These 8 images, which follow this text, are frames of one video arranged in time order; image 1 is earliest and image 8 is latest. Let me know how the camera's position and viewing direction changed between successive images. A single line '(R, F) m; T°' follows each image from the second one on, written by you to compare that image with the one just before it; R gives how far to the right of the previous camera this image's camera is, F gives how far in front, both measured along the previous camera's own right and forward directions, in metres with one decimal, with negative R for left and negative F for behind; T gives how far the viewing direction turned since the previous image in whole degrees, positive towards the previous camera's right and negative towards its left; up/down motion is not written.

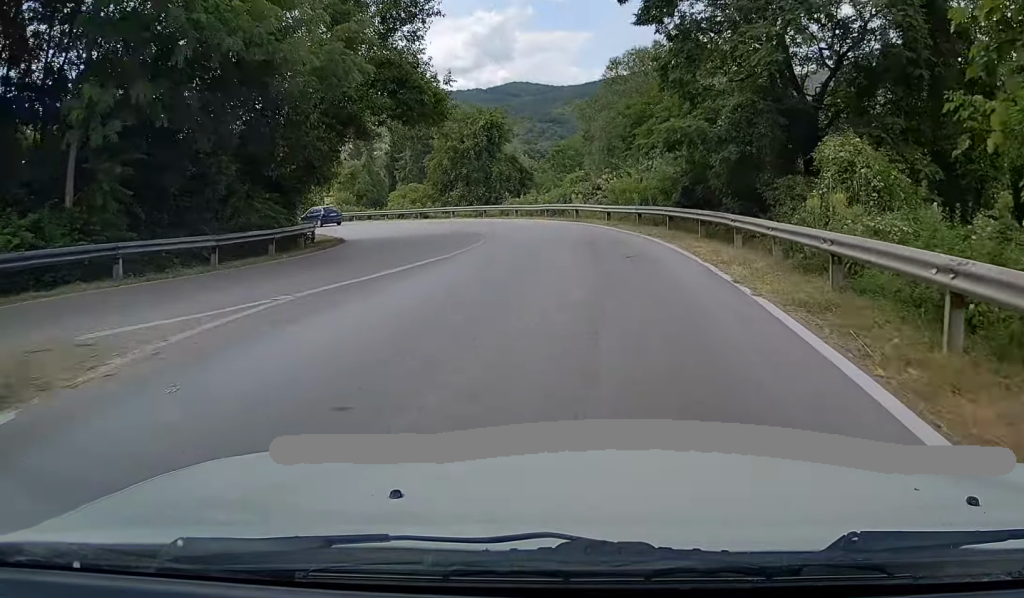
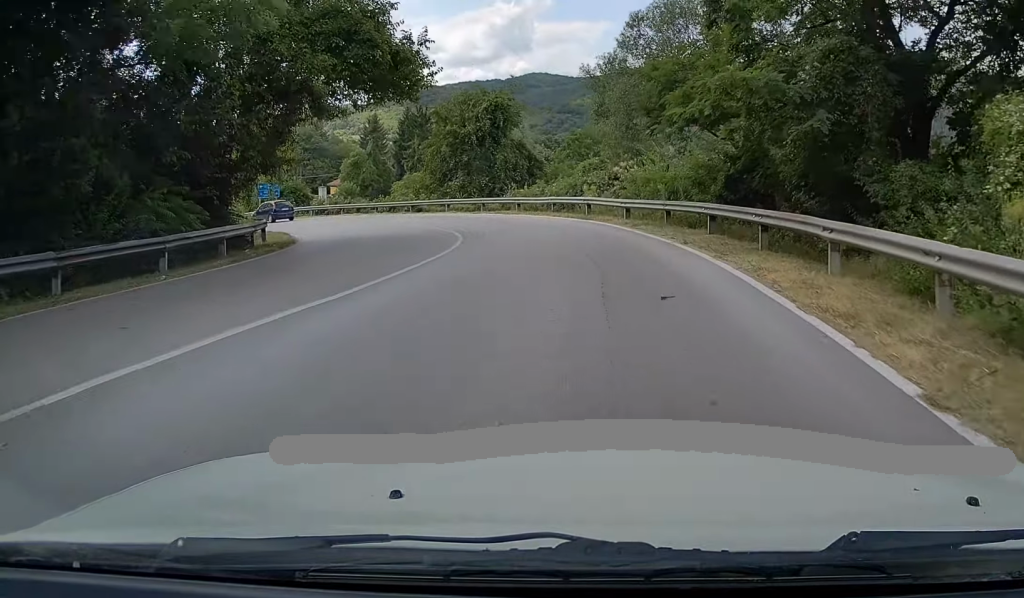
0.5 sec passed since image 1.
(0.0, +6.5) m; -3°
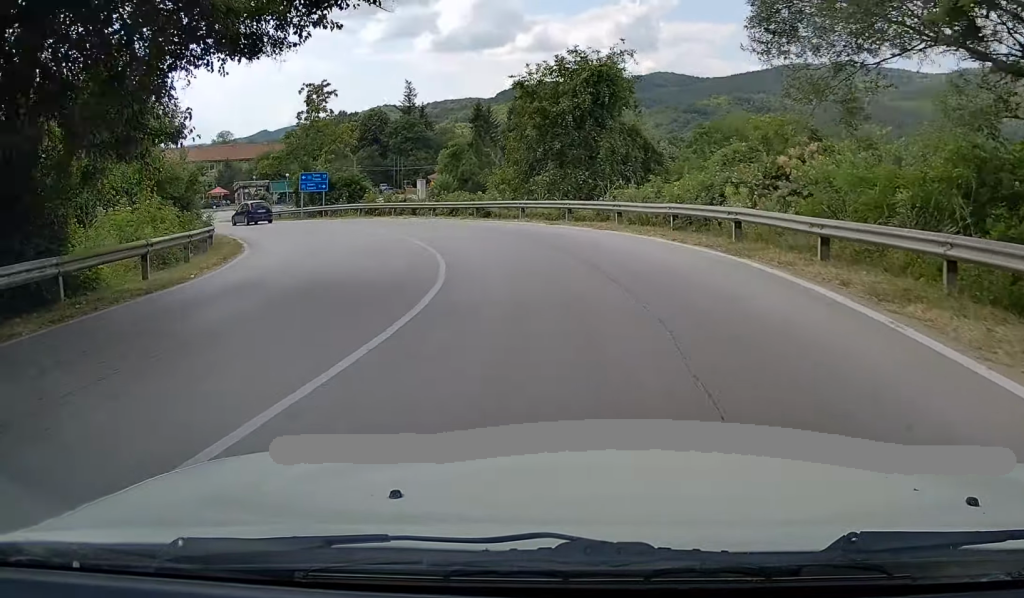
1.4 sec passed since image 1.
(-0.9, +13.2) m; -10°
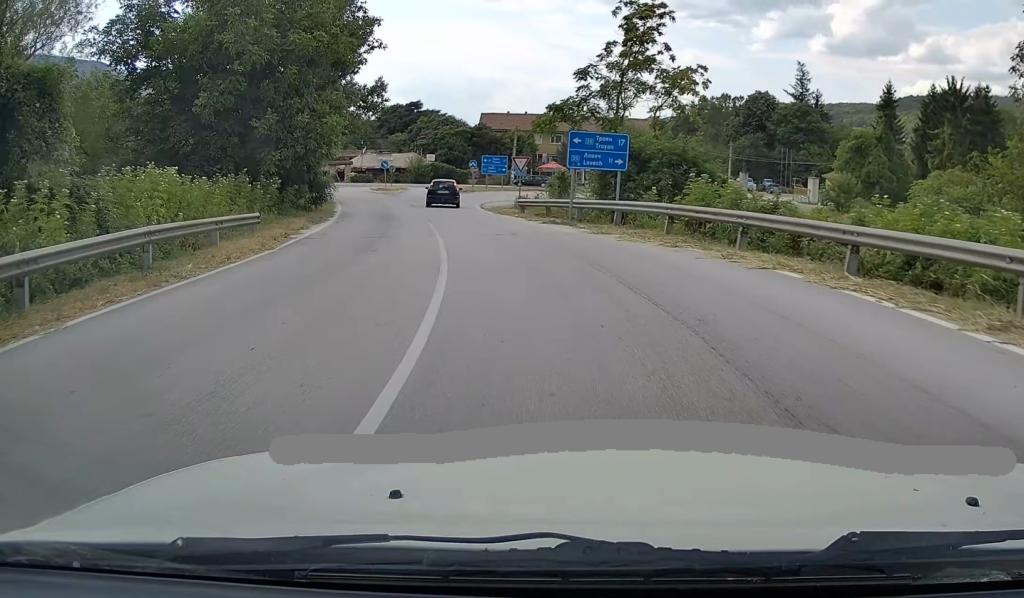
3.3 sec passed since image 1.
(-5.6, +23.5) m; -28°
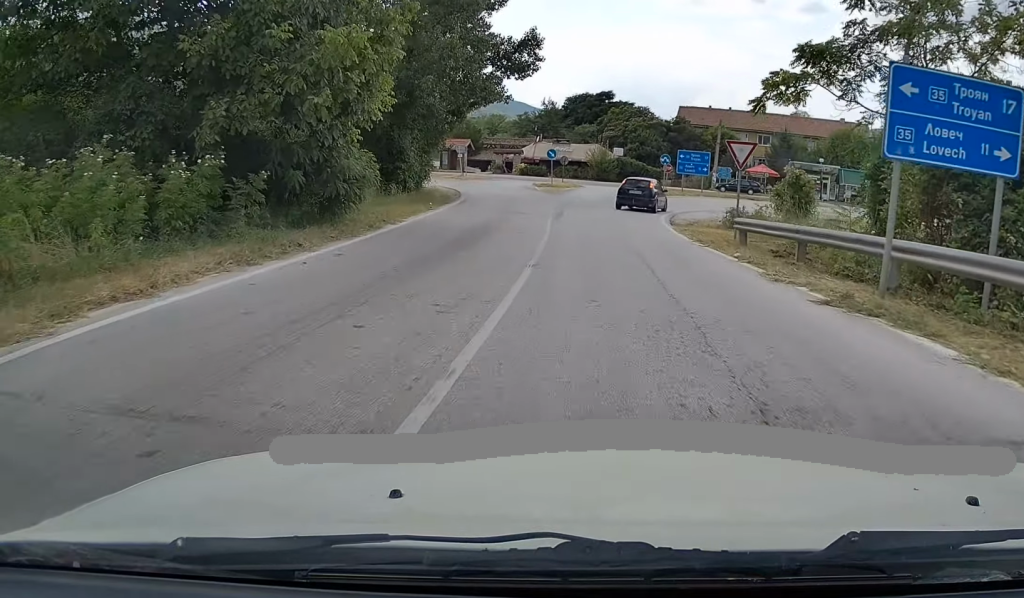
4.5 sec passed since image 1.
(-1.7, +15.0) m; -9°
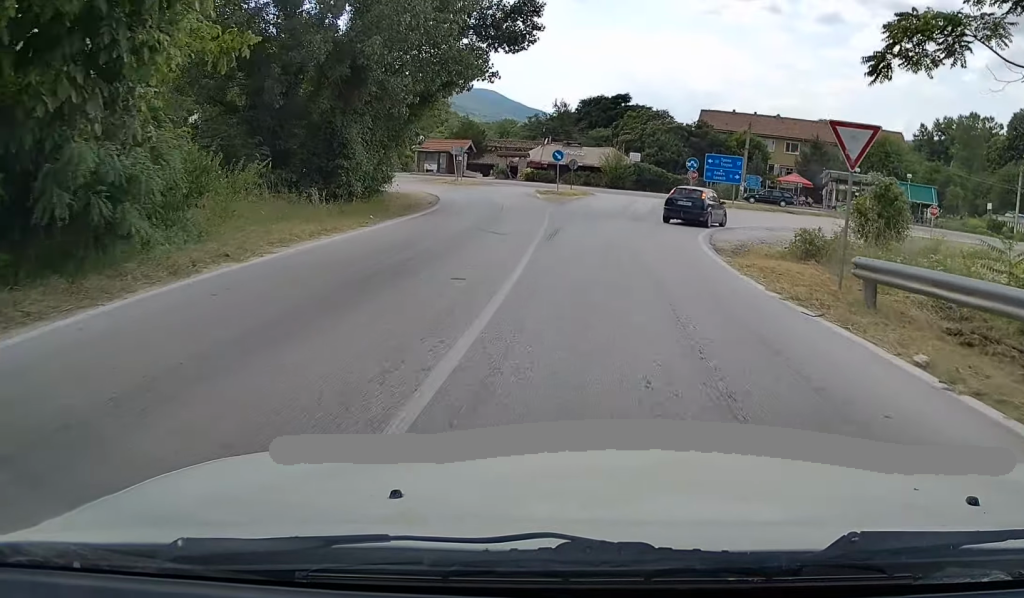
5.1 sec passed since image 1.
(-0.3, +8.0) m; -1°
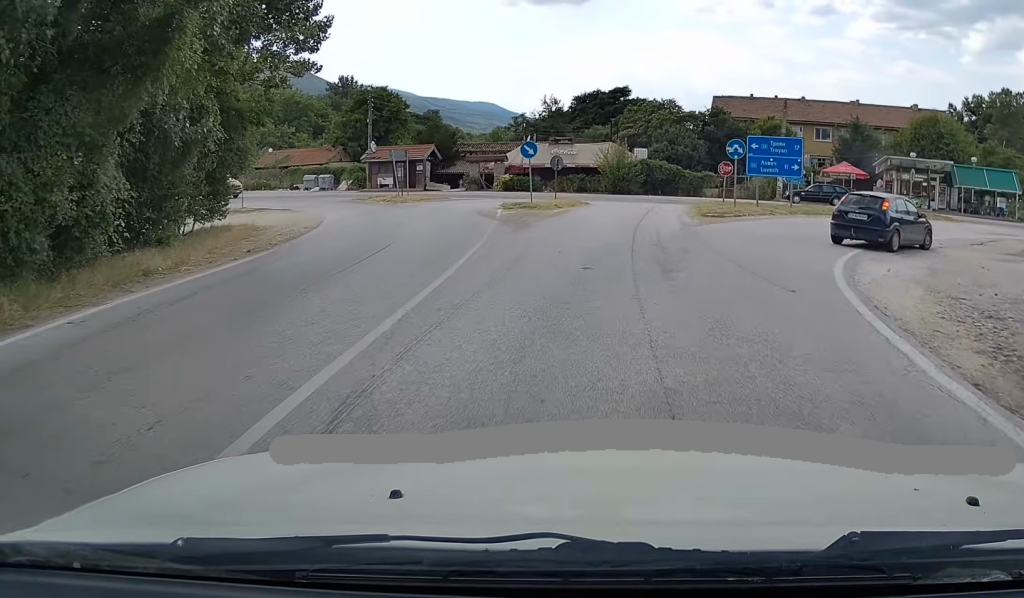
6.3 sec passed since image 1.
(-0.1, +14.8) m; -1°
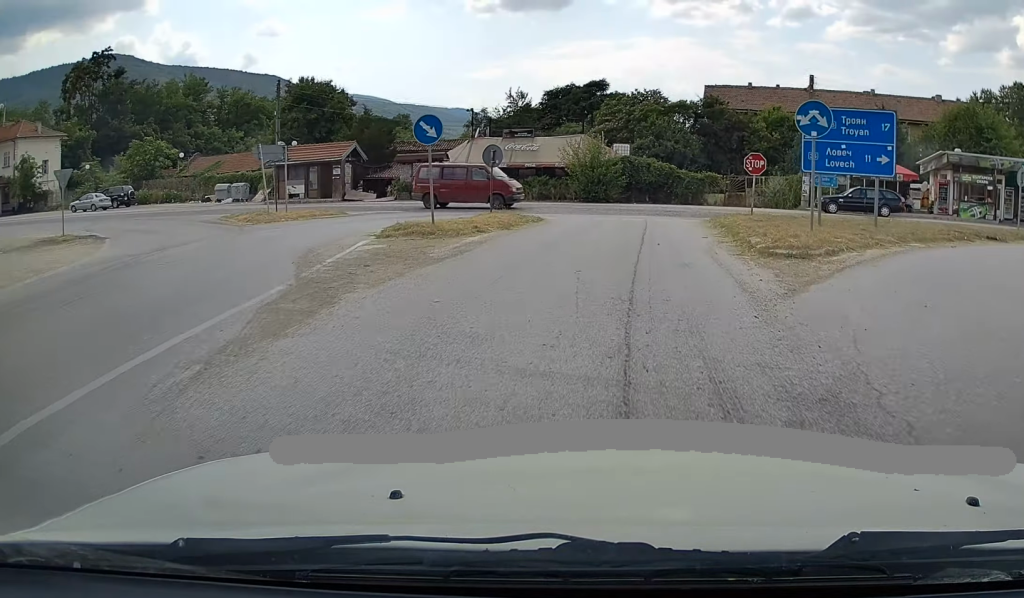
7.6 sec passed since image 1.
(+0.1, +11.7) m; +2°
